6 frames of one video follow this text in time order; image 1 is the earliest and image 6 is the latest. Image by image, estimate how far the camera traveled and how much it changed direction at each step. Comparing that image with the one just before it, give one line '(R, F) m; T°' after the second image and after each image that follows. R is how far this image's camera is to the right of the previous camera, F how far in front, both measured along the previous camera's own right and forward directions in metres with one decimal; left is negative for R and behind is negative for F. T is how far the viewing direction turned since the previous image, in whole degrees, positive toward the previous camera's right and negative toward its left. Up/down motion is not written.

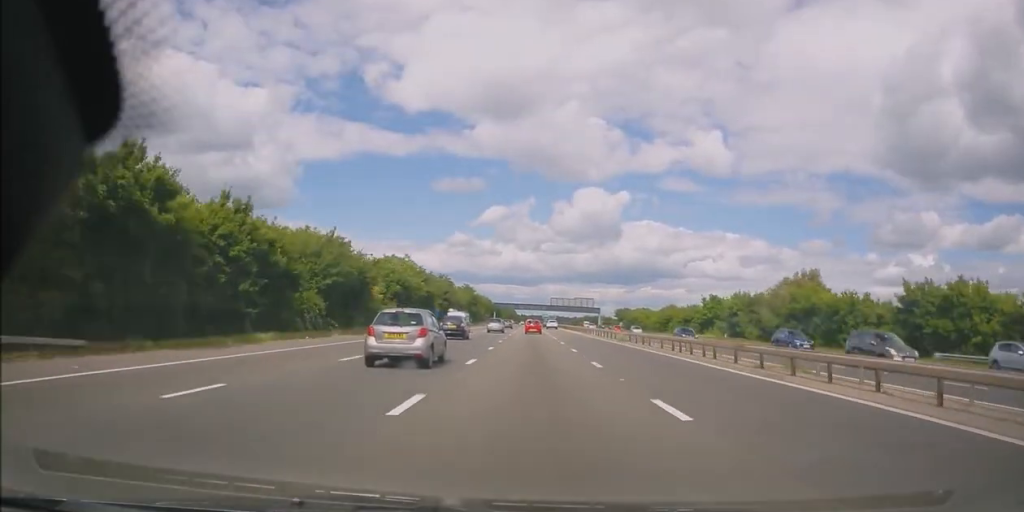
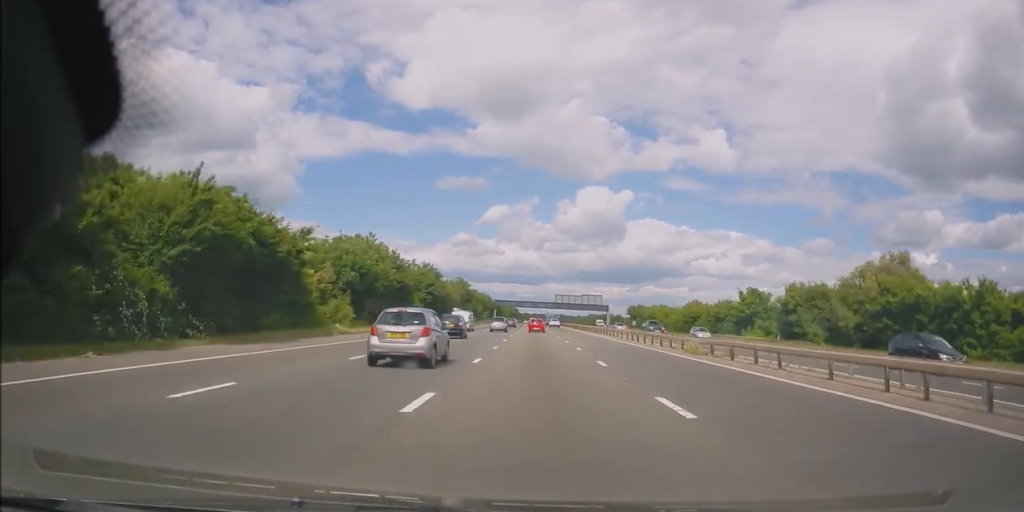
(0.0, +18.3) m; 0°
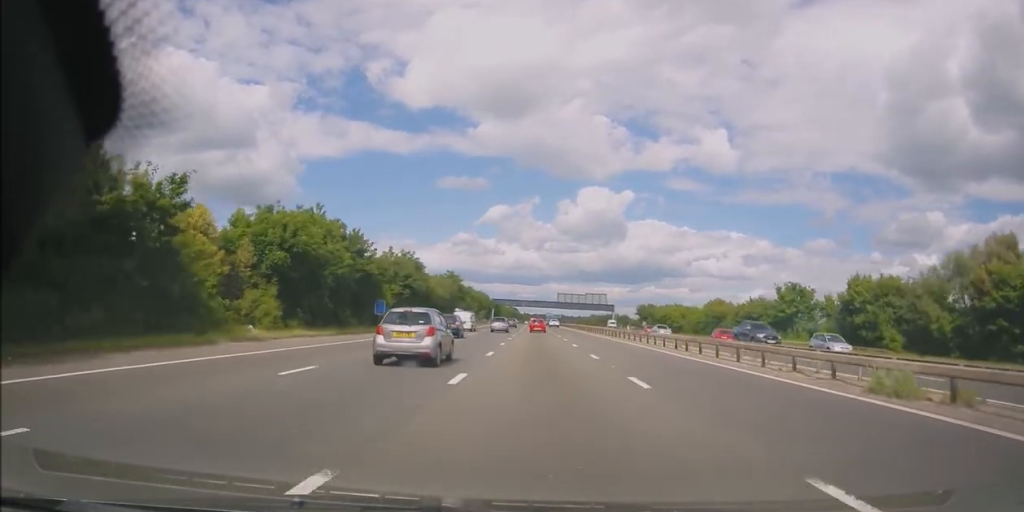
(+0.2, +14.7) m; 0°
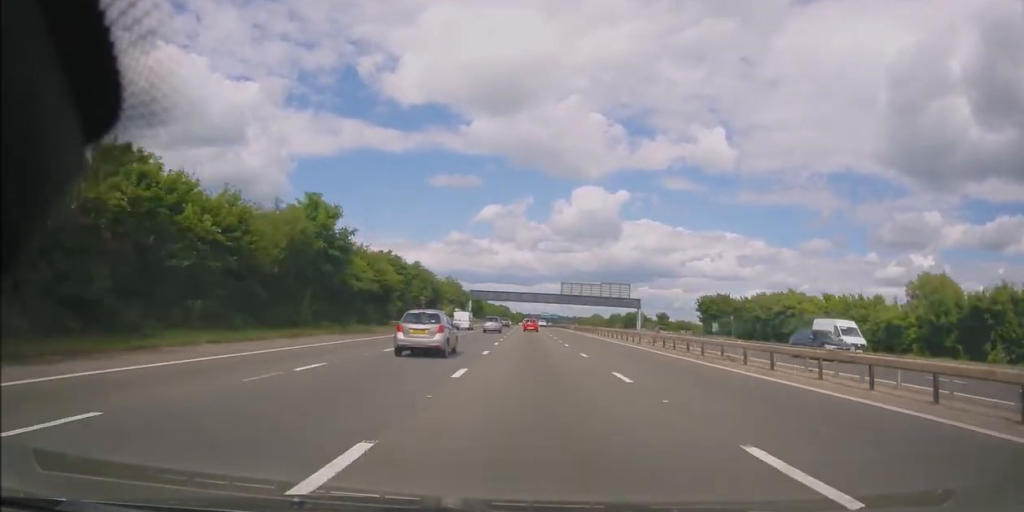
(+0.1, +64.7) m; +1°
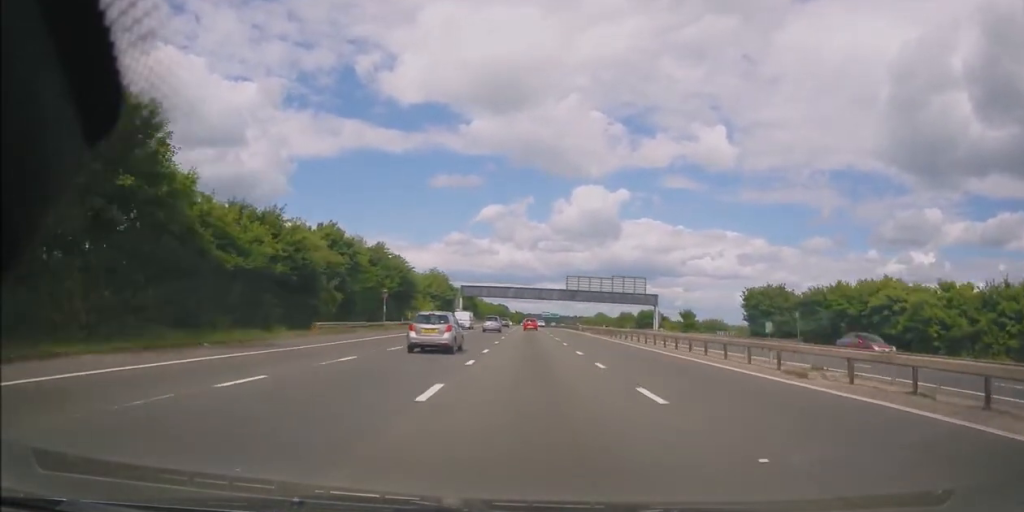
(+0.1, +21.4) m; 0°
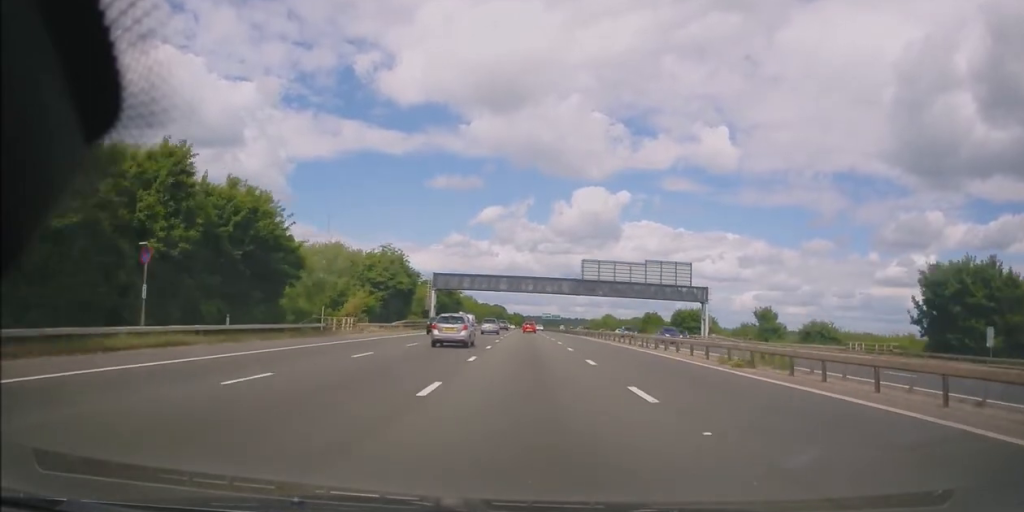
(-0.1, +38.8) m; -1°
